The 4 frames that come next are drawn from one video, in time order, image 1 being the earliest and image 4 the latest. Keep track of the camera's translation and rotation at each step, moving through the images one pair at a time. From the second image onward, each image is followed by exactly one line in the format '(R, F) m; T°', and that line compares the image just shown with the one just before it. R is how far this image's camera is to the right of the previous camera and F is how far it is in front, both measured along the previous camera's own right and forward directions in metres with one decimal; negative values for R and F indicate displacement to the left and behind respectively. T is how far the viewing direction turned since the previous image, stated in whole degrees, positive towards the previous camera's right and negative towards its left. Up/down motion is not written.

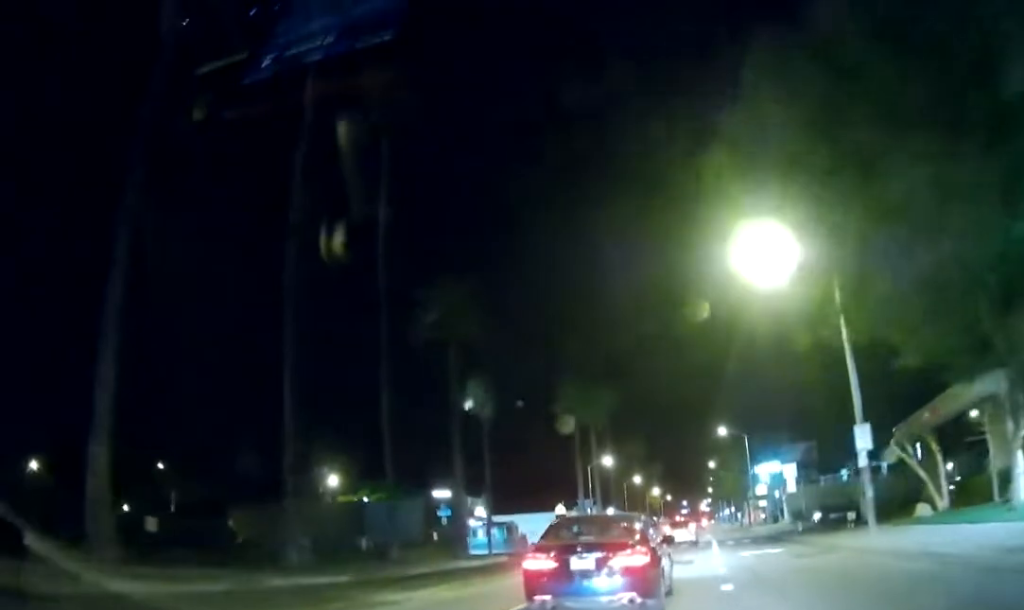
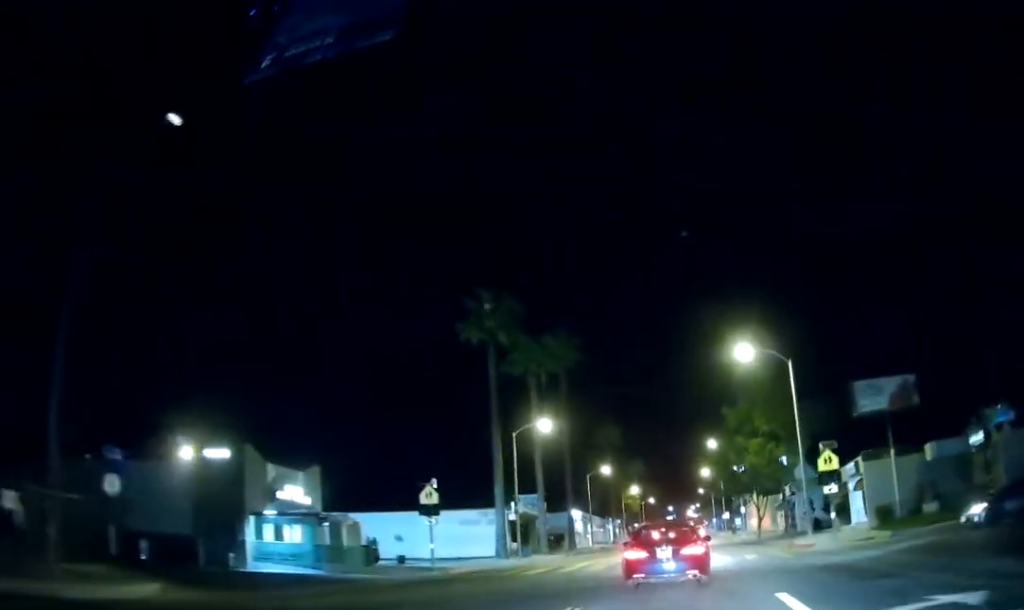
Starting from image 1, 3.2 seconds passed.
(+1.7, +34.5) m; +6°
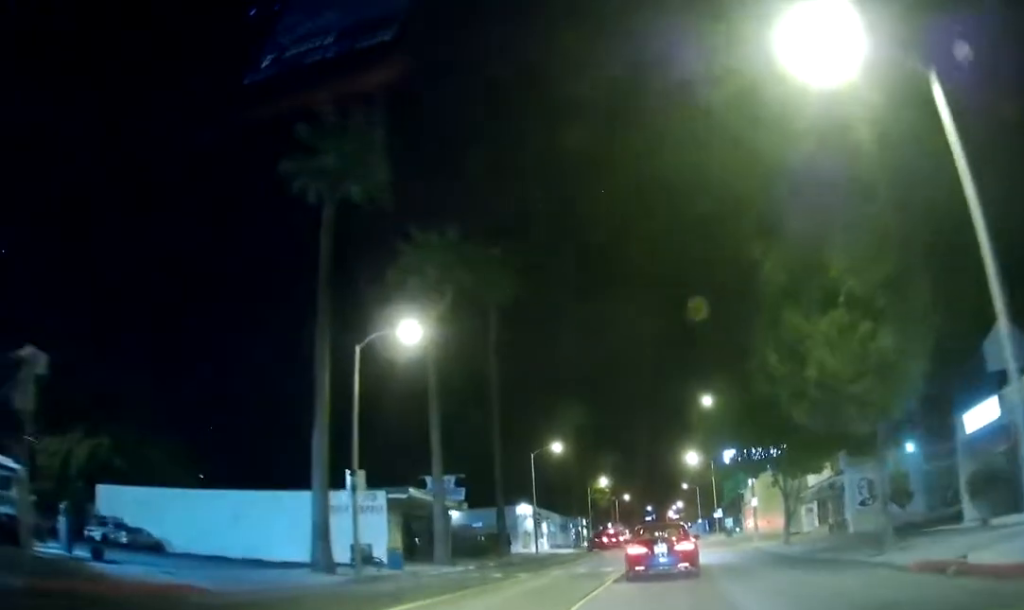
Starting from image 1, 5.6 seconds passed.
(+0.1, +25.6) m; 0°
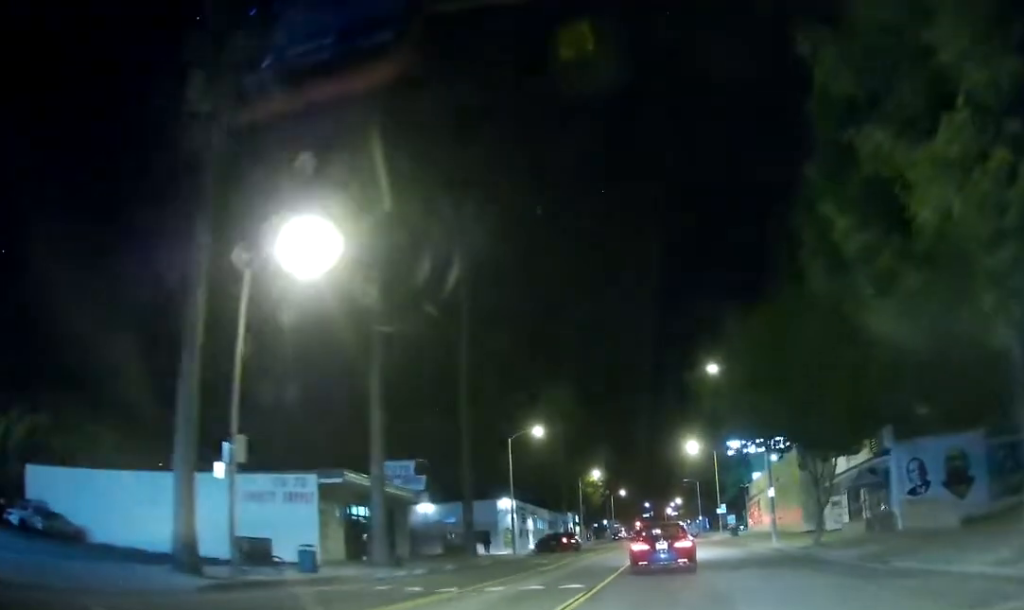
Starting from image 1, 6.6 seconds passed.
(0.0, +9.1) m; 0°
